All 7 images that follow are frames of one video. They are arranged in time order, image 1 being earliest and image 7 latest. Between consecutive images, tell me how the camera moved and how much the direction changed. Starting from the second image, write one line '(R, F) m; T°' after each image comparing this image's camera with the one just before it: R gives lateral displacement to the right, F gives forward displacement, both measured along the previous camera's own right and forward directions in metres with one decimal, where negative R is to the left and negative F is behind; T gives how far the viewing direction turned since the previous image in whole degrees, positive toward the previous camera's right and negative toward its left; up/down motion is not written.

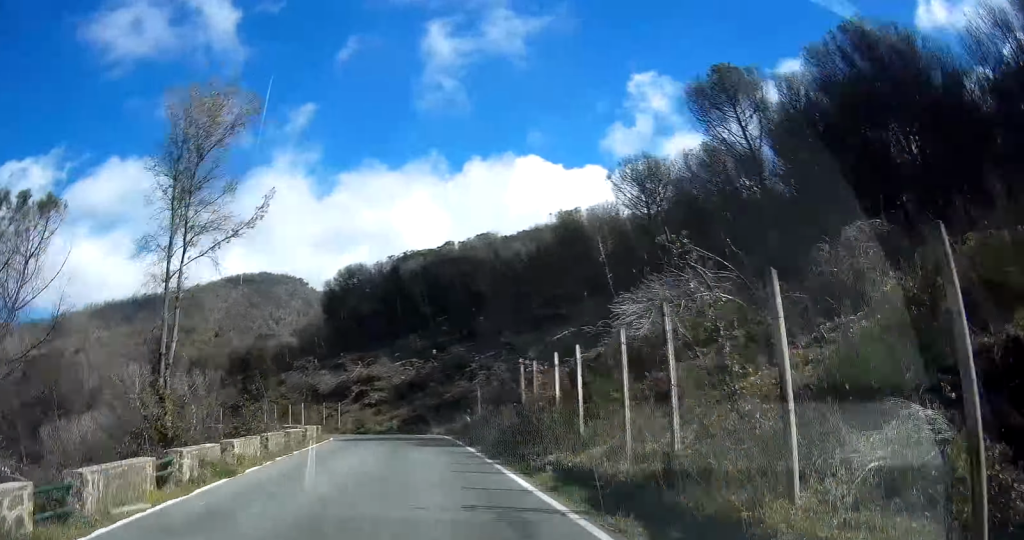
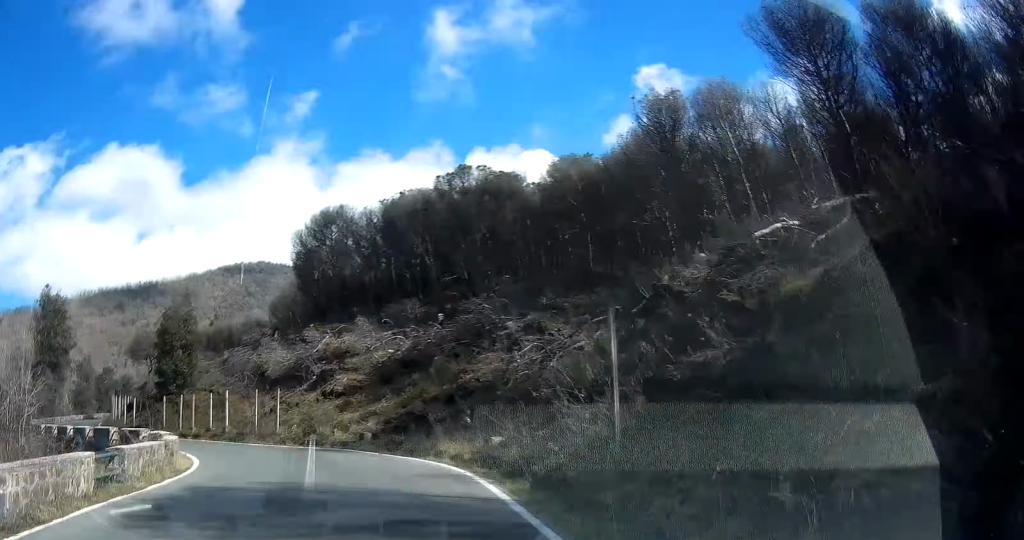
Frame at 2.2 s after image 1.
(+2.7, +22.0) m; -2°
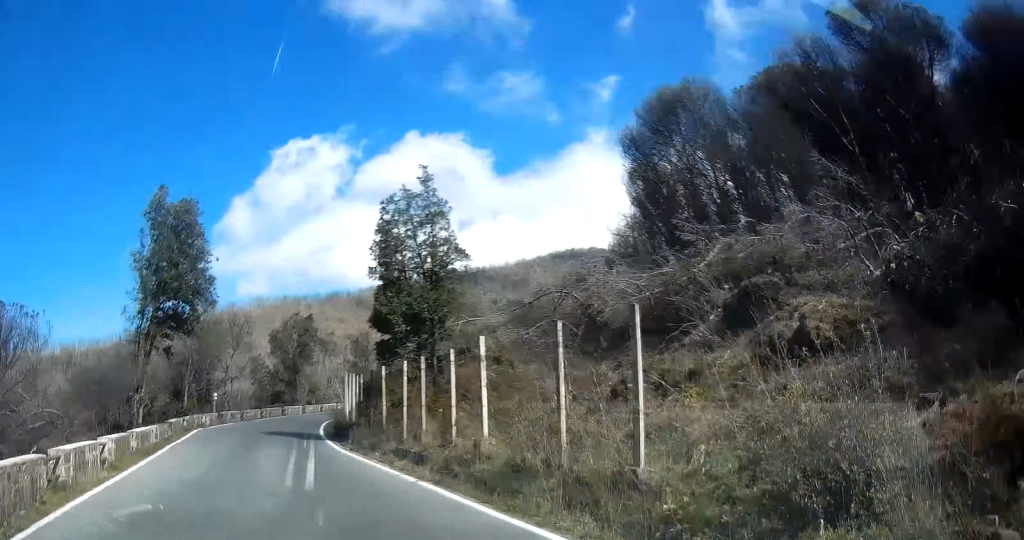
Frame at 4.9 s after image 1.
(-5.5, +27.8) m; -8°
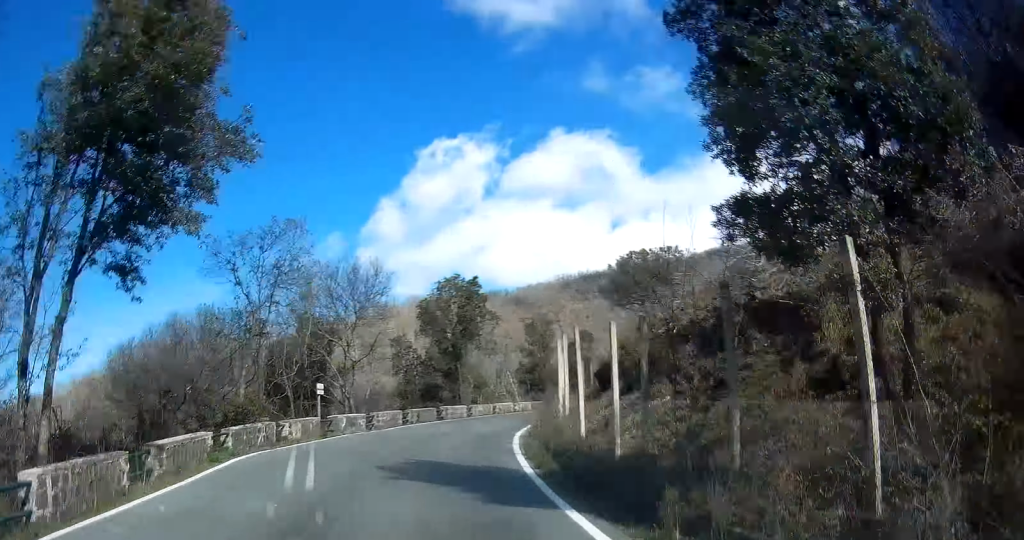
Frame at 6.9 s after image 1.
(-1.4, +20.6) m; -4°
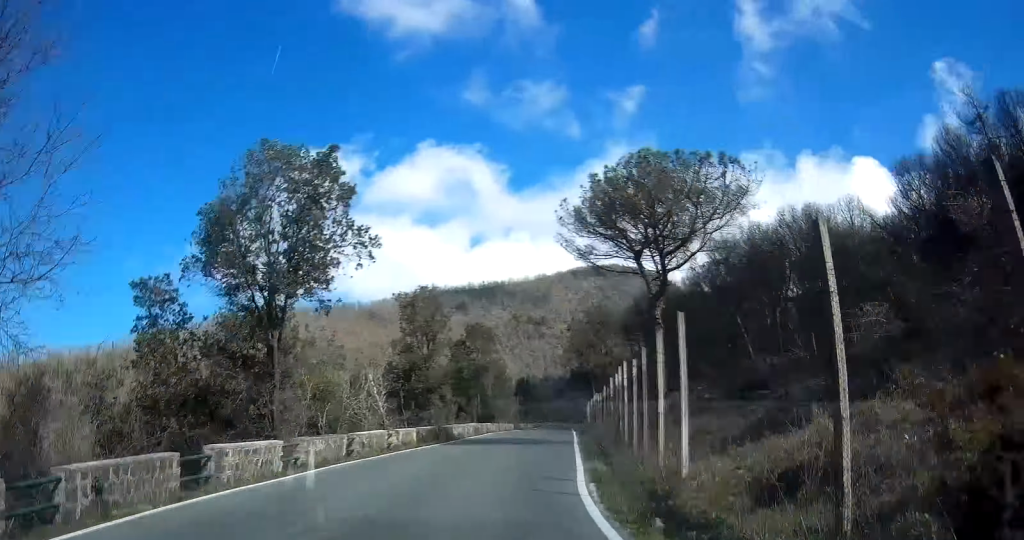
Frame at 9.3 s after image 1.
(-0.5, +26.3) m; +2°
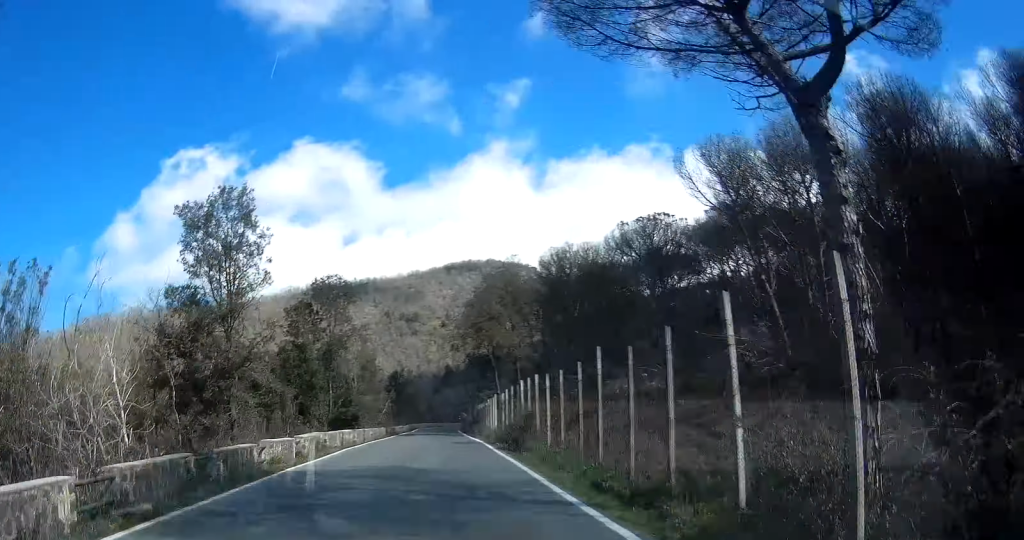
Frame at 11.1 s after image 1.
(-1.2, +19.7) m; +2°
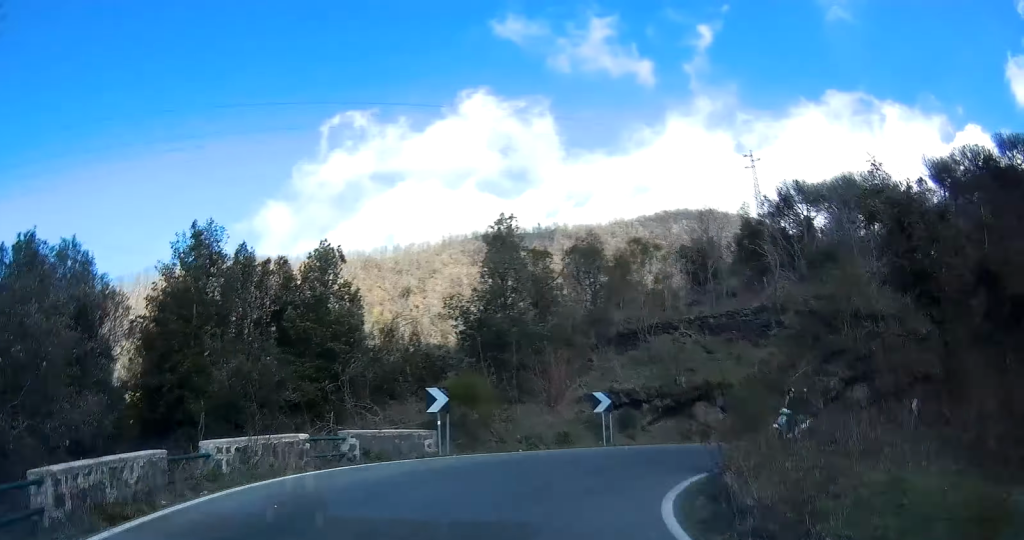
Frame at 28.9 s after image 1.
(+22.2, +181.4) m; +28°
